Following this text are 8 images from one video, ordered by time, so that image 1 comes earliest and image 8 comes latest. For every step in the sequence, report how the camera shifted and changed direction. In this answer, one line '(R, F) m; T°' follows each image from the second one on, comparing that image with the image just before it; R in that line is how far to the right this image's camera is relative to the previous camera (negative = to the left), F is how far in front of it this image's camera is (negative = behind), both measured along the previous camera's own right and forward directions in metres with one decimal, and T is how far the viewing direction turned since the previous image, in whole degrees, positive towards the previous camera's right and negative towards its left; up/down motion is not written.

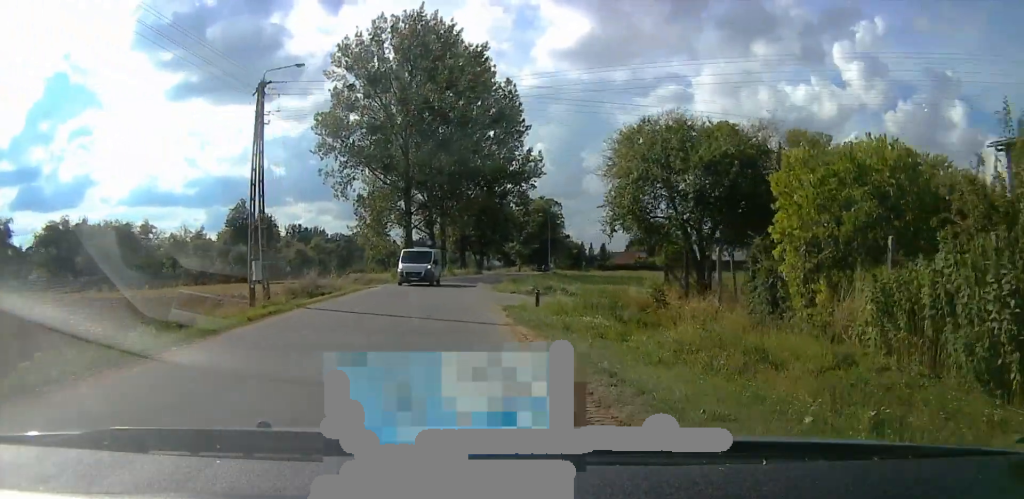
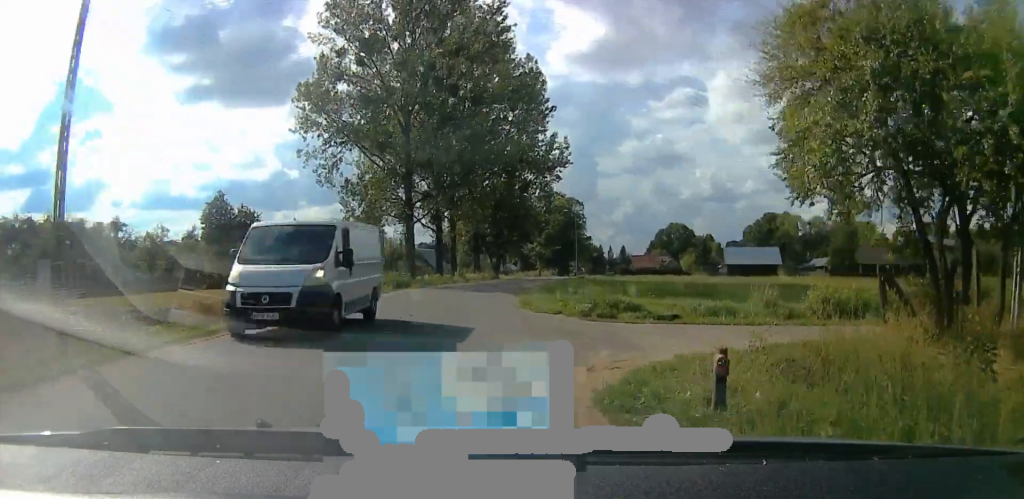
(-0.6, +12.0) m; -3°
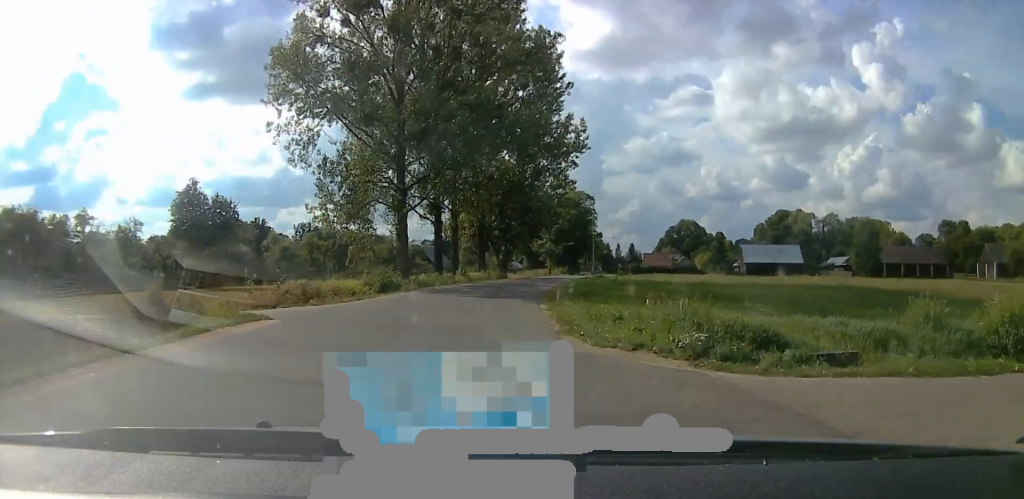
(-0.4, +8.7) m; +1°
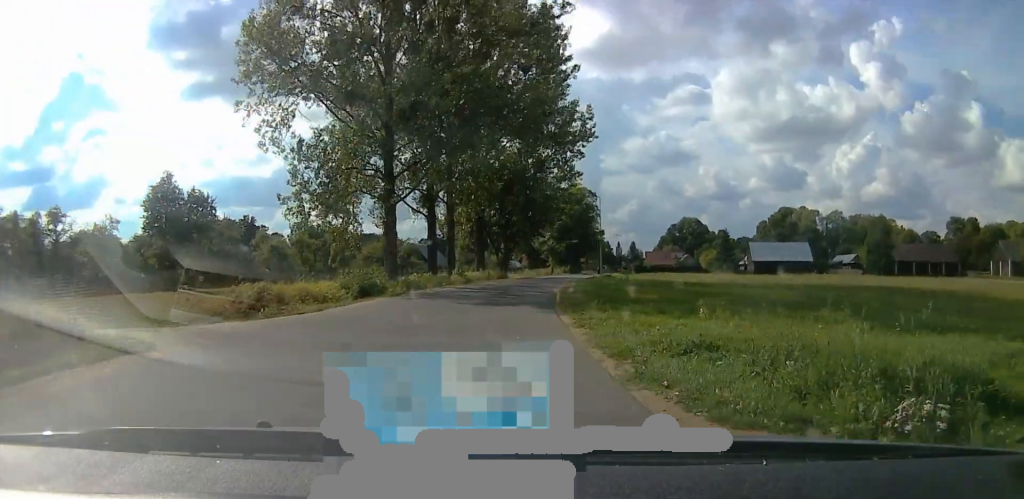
(+0.4, +5.4) m; +3°
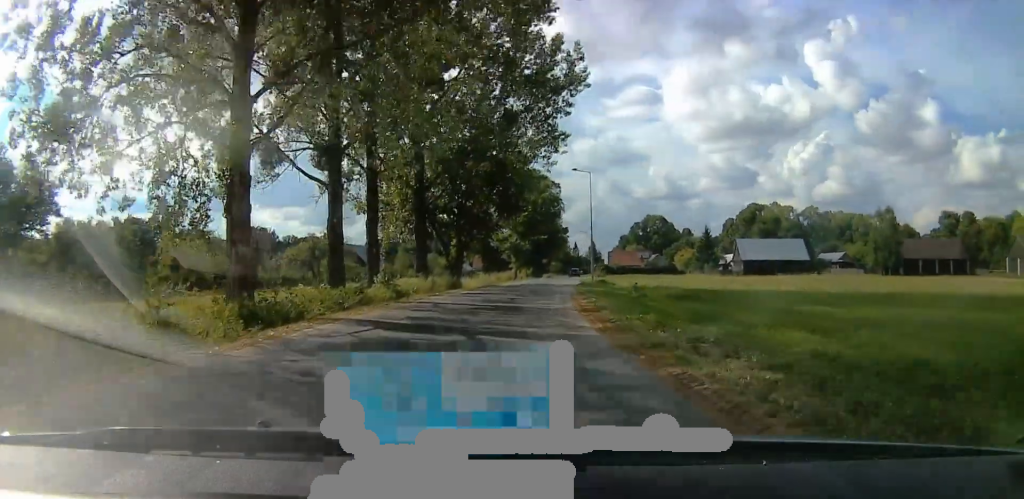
(+0.4, +19.0) m; -2°
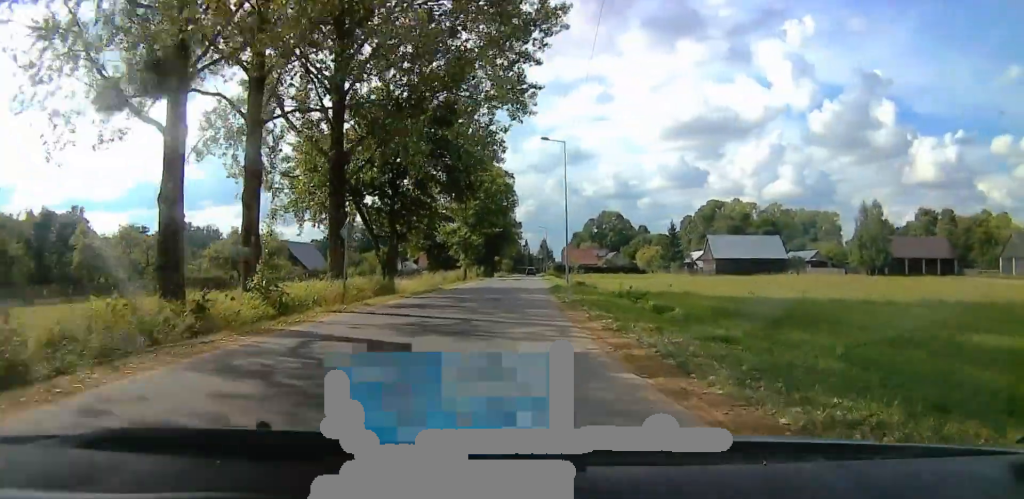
(-0.8, +11.0) m; +7°
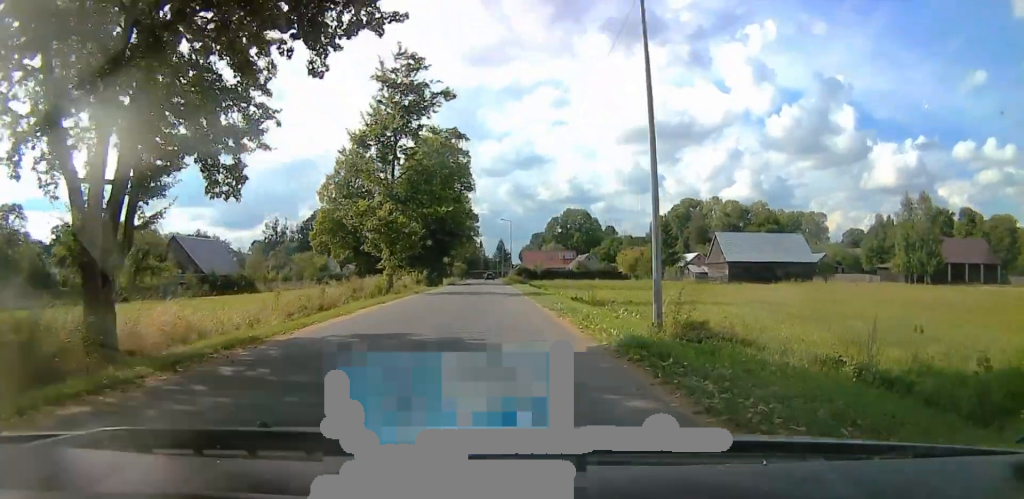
(+4.4, +25.8) m; +5°
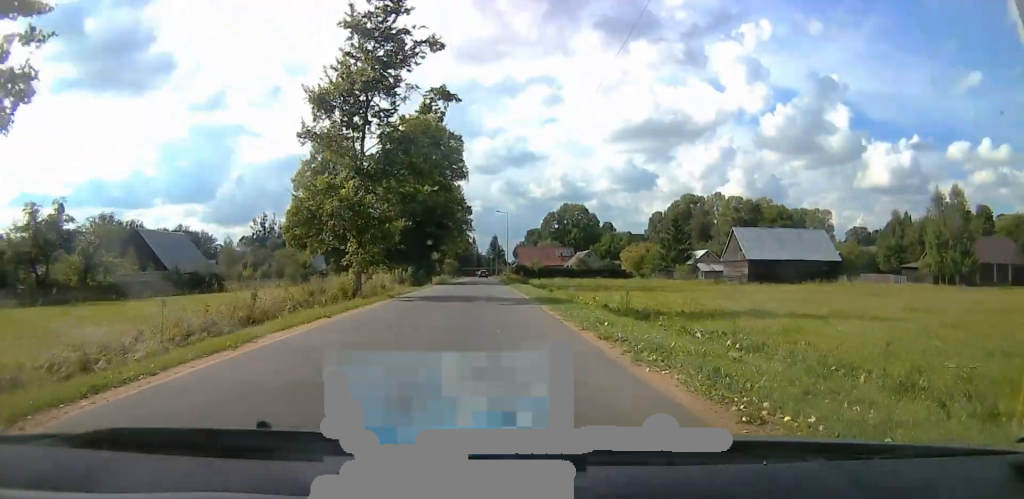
(-0.9, +8.6) m; 0°
